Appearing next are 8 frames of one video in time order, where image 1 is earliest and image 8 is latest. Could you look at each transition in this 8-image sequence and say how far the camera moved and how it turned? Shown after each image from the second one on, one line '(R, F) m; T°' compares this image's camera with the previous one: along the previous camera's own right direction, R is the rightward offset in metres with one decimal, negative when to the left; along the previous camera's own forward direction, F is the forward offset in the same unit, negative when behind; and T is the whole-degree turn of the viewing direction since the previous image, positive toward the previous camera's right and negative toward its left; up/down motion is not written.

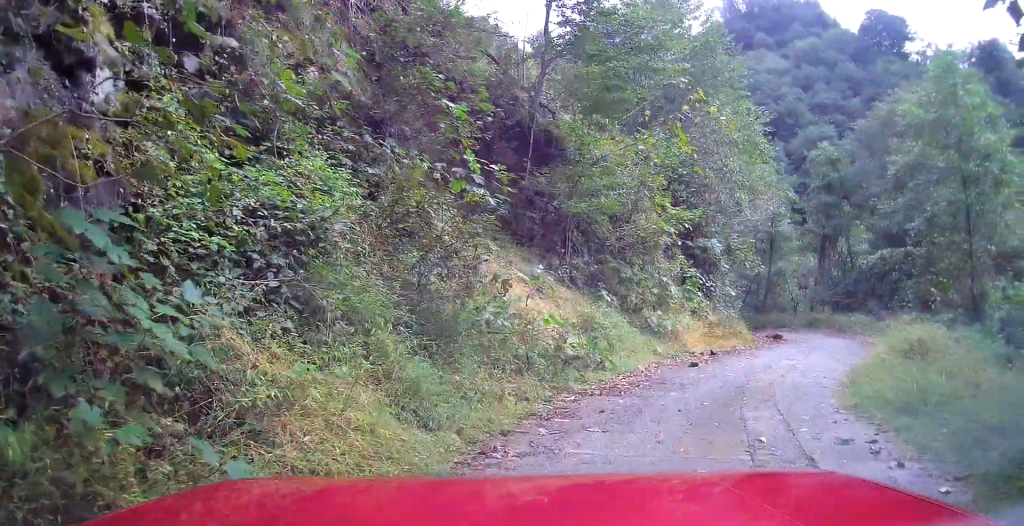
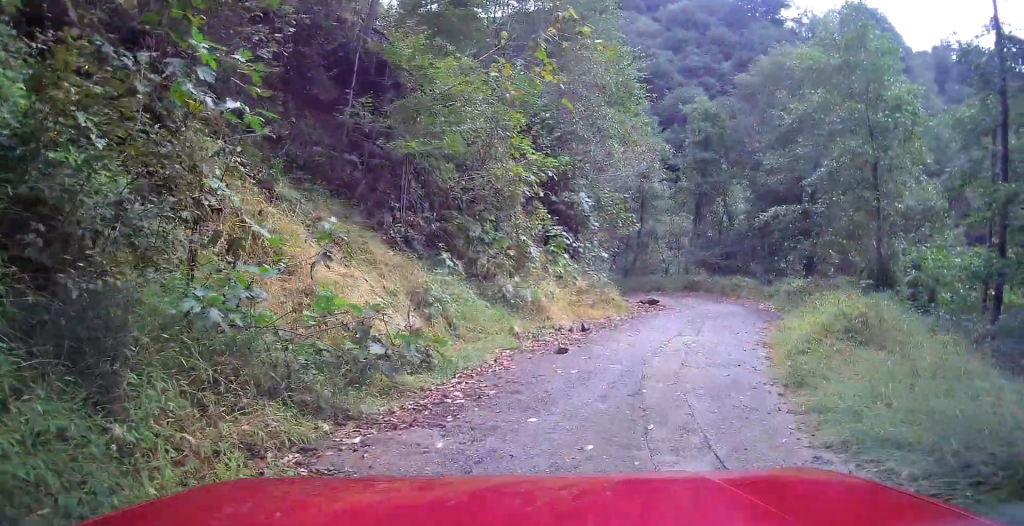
(+0.3, +3.0) m; +10°
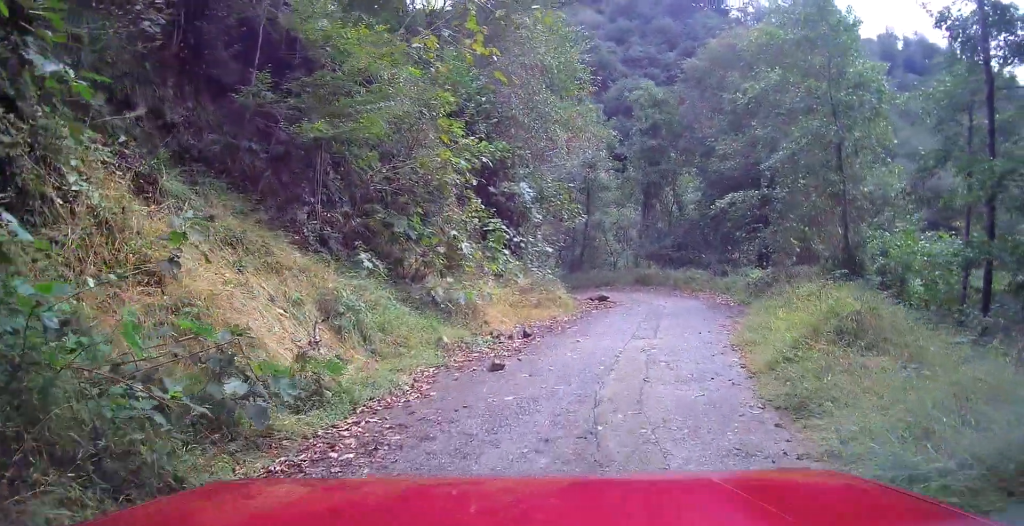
(0.0, +1.6) m; +4°
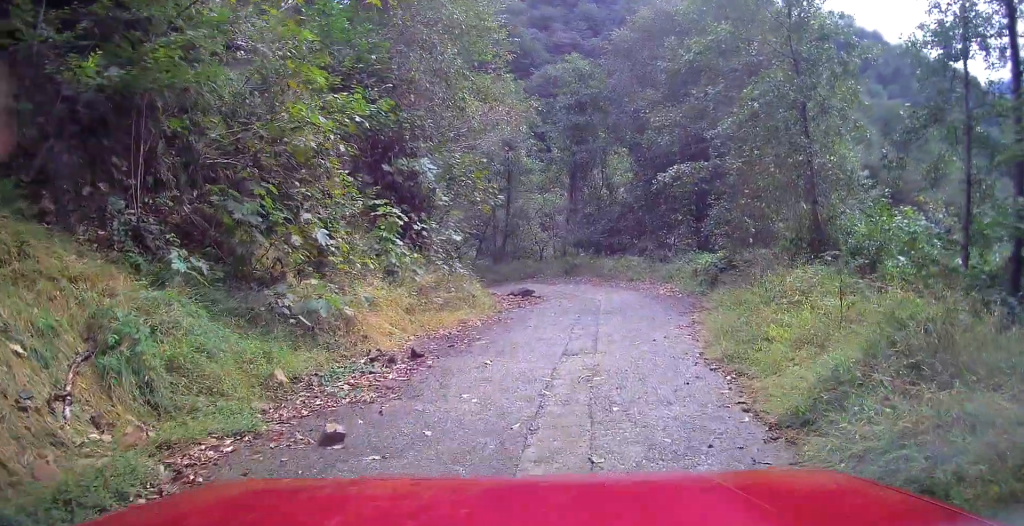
(+0.3, +3.3) m; +6°
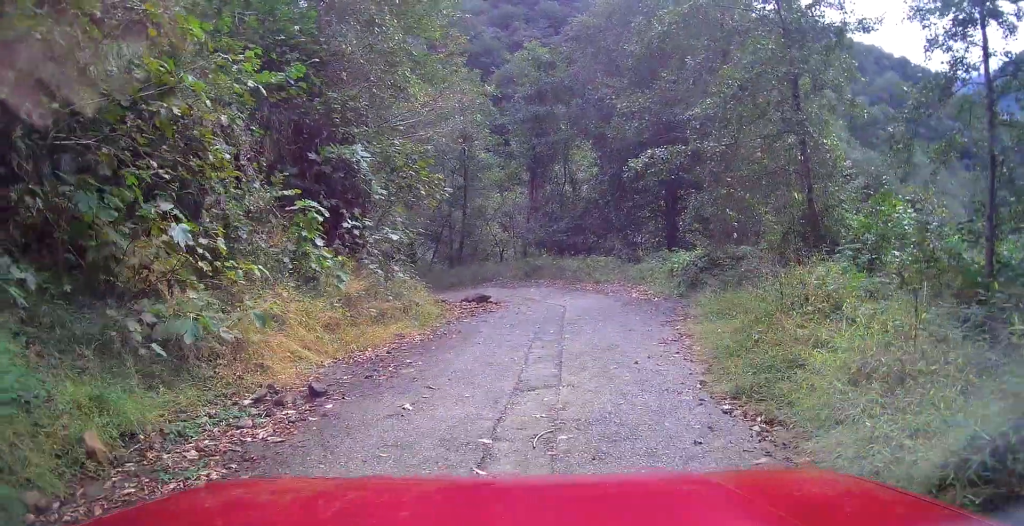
(+0.1, +2.2) m; +3°
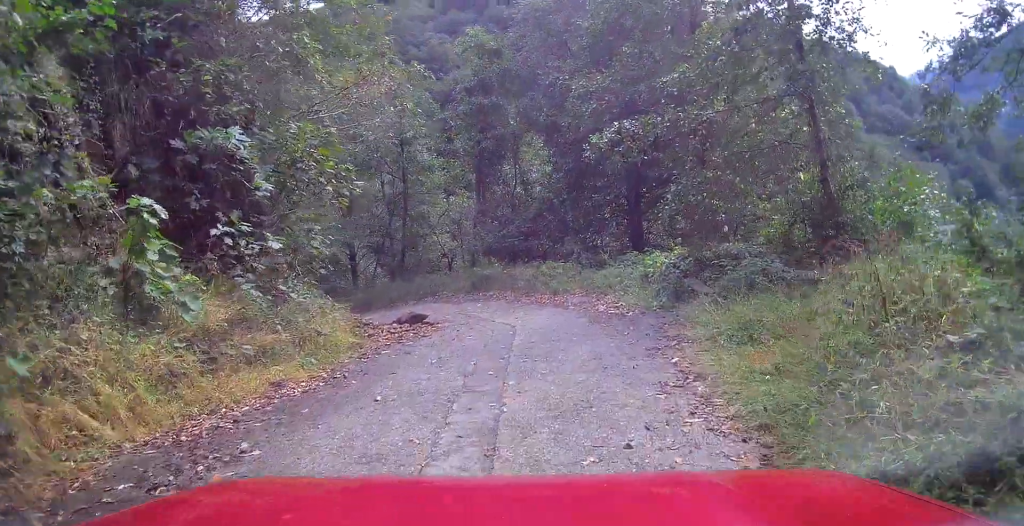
(+0.1, +3.3) m; 0°
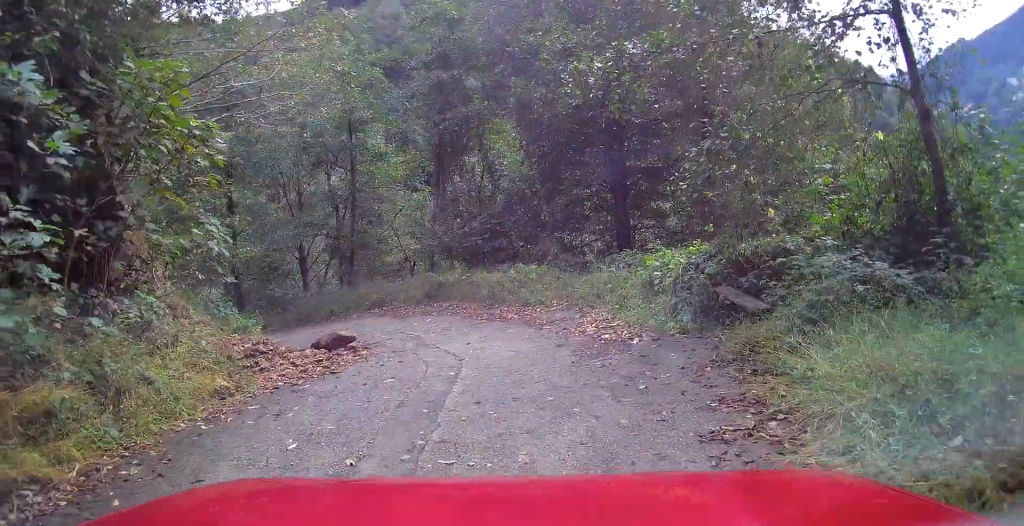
(0.0, +4.1) m; -3°
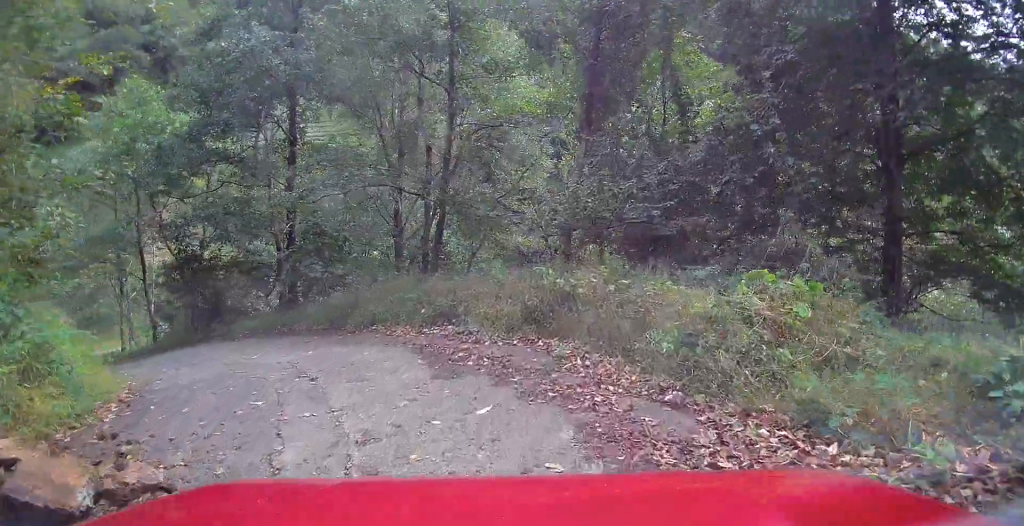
(-2.0, +10.7) m; -22°
